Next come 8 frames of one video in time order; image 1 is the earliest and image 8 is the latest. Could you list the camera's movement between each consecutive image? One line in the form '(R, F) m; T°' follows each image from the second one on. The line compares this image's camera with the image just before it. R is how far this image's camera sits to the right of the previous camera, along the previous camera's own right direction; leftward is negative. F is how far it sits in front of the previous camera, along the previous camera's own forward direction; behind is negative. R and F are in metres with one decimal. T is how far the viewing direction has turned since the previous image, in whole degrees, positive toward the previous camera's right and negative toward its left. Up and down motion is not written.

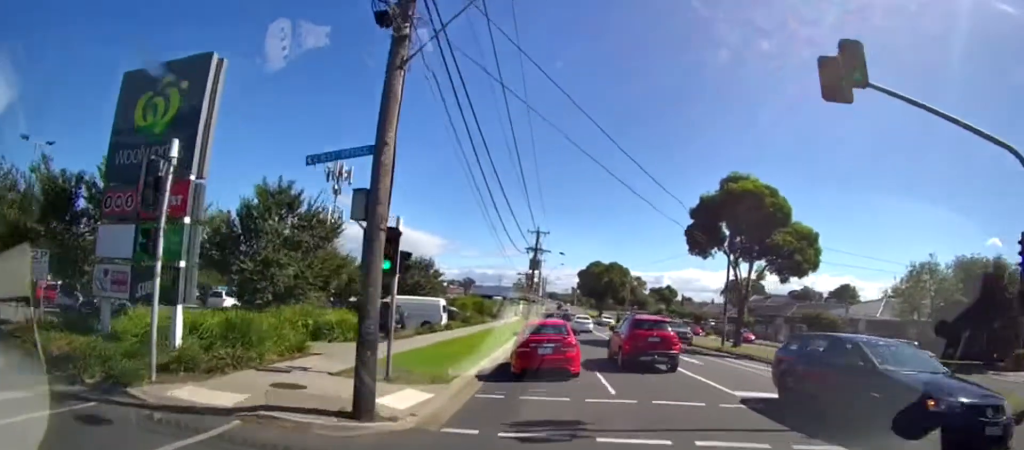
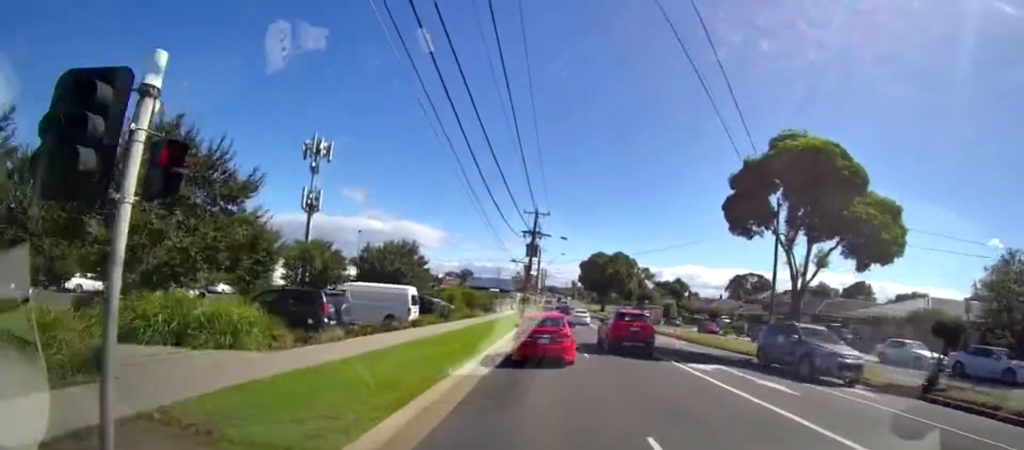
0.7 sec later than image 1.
(0.0, +6.8) m; 0°
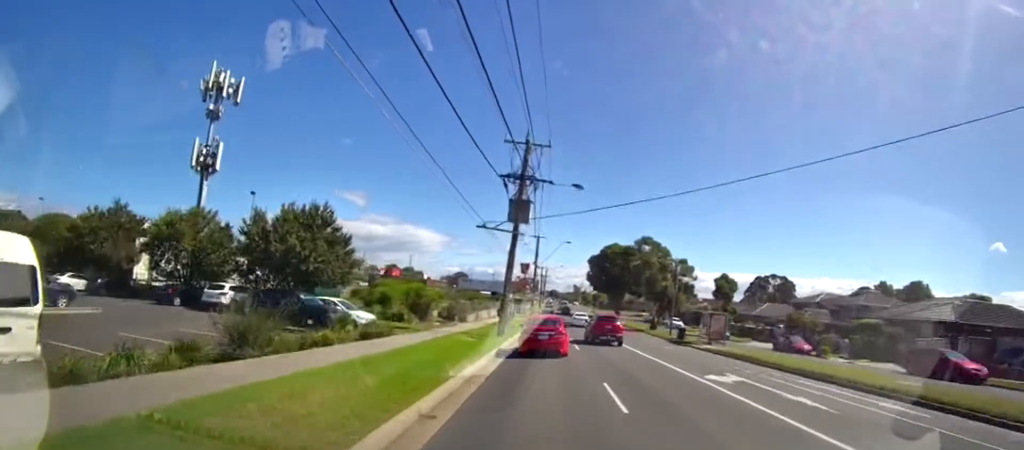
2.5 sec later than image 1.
(0.0, +19.4) m; 0°
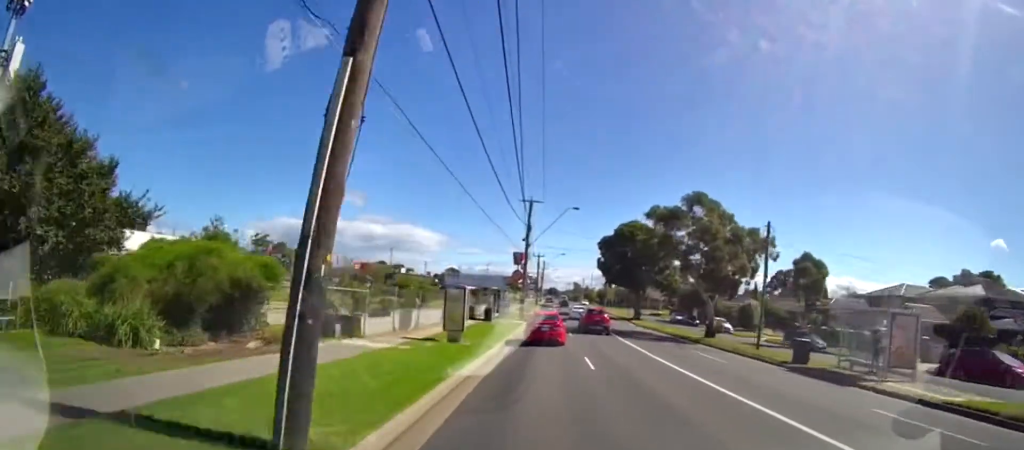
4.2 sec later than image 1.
(+0.1, +18.6) m; 0°
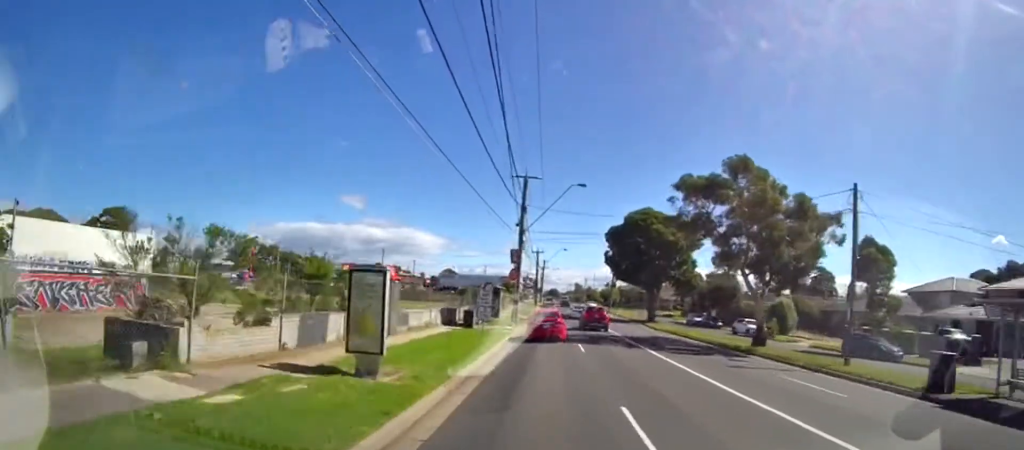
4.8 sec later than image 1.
(0.0, +7.5) m; 0°
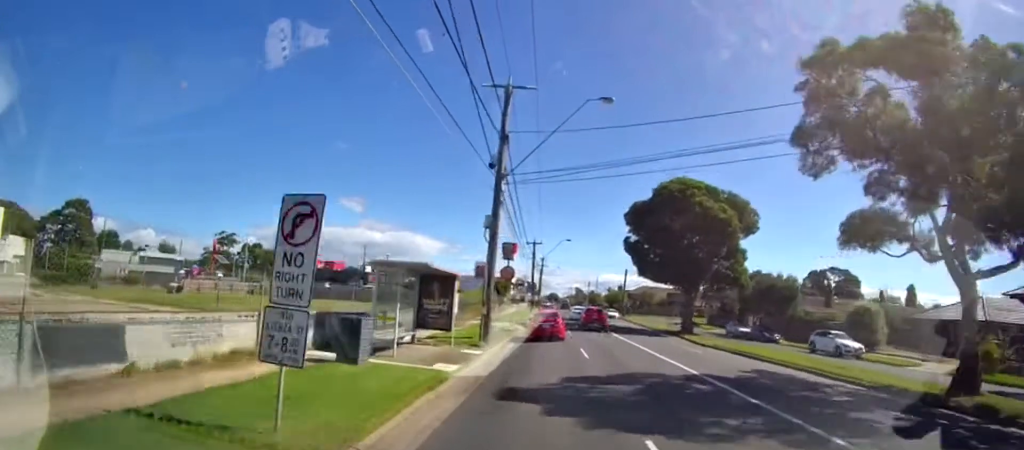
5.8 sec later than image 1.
(0.0, +15.3) m; 0°
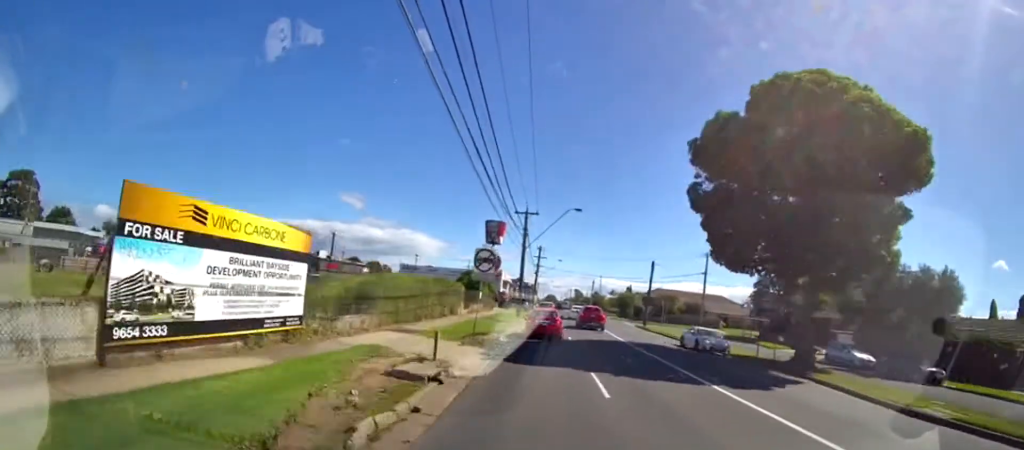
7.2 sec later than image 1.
(0.0, +17.8) m; 0°
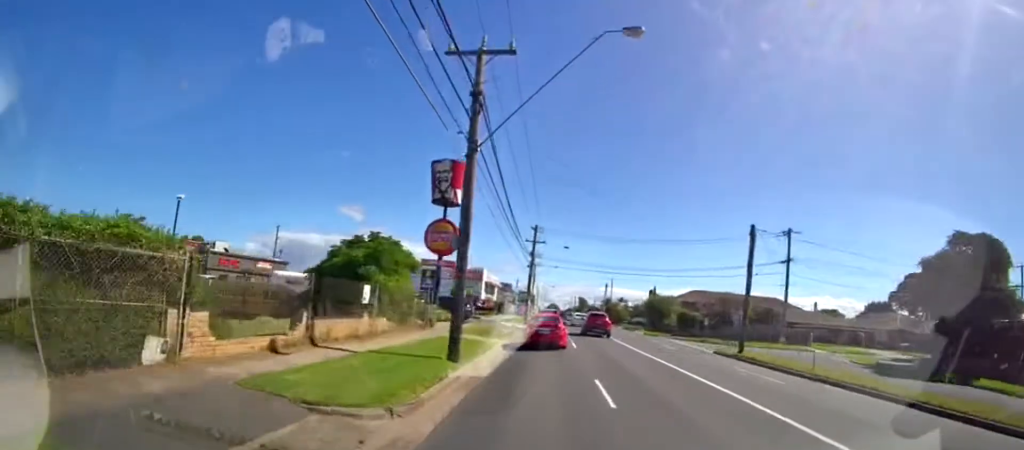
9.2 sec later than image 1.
(0.0, +23.7) m; 0°
